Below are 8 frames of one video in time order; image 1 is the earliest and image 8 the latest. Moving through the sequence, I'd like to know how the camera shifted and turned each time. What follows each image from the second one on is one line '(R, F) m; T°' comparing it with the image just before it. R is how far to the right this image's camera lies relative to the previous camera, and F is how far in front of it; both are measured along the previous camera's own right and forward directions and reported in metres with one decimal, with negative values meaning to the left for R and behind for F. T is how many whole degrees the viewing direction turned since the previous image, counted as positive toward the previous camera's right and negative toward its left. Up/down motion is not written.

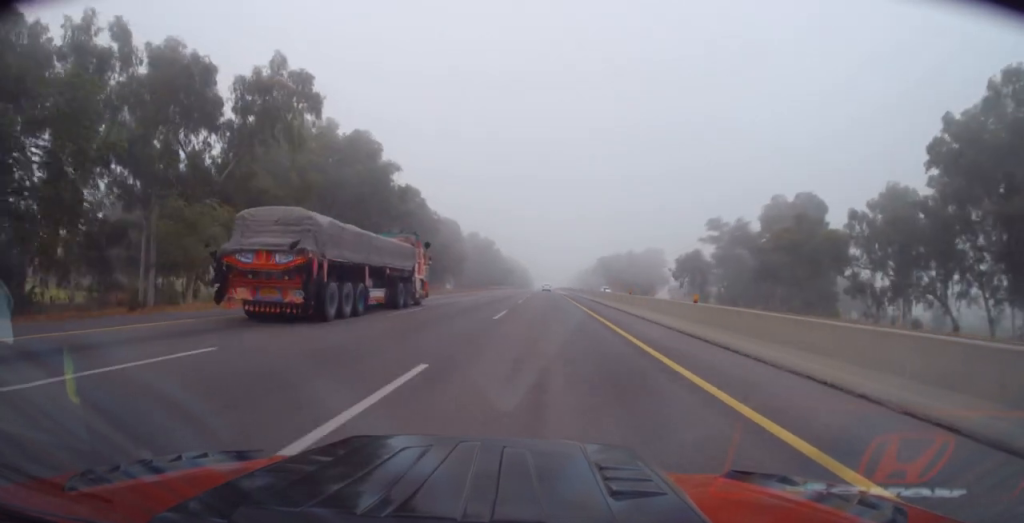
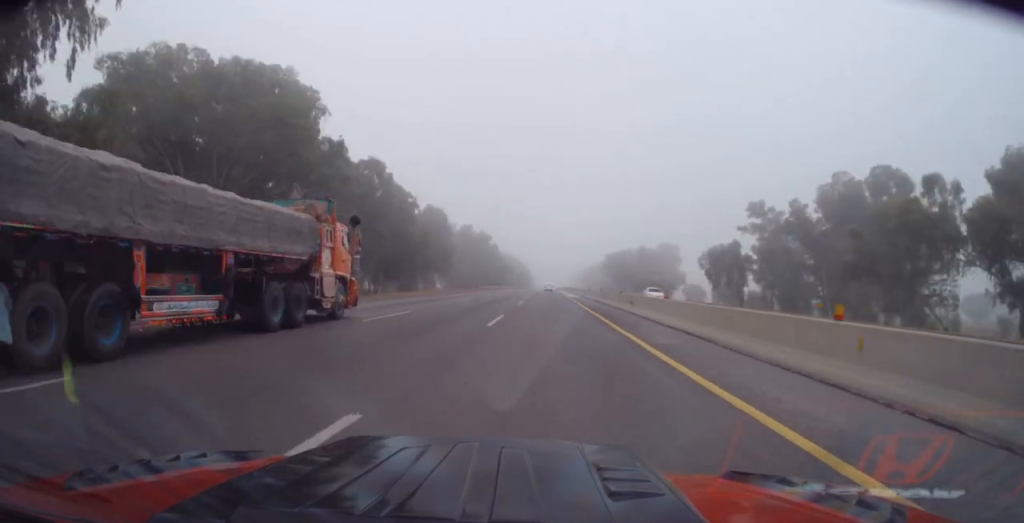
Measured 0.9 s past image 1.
(0.0, +21.3) m; 0°
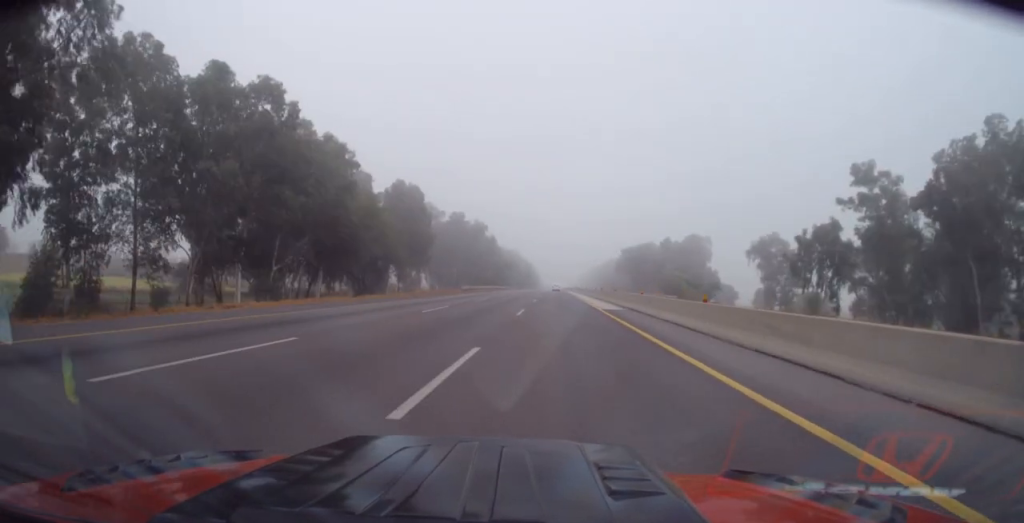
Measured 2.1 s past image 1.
(-0.4, +29.6) m; 0°
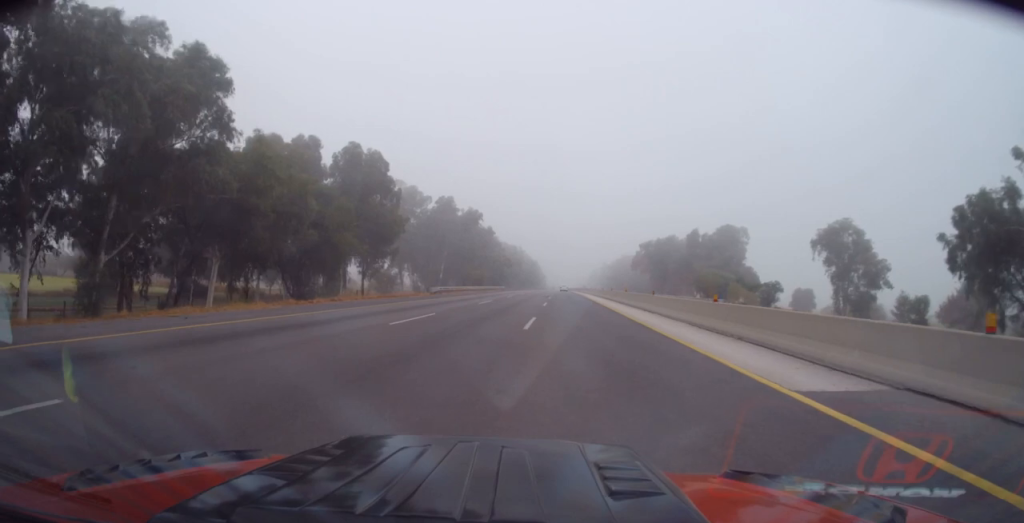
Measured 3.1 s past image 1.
(+0.3, +24.7) m; 0°
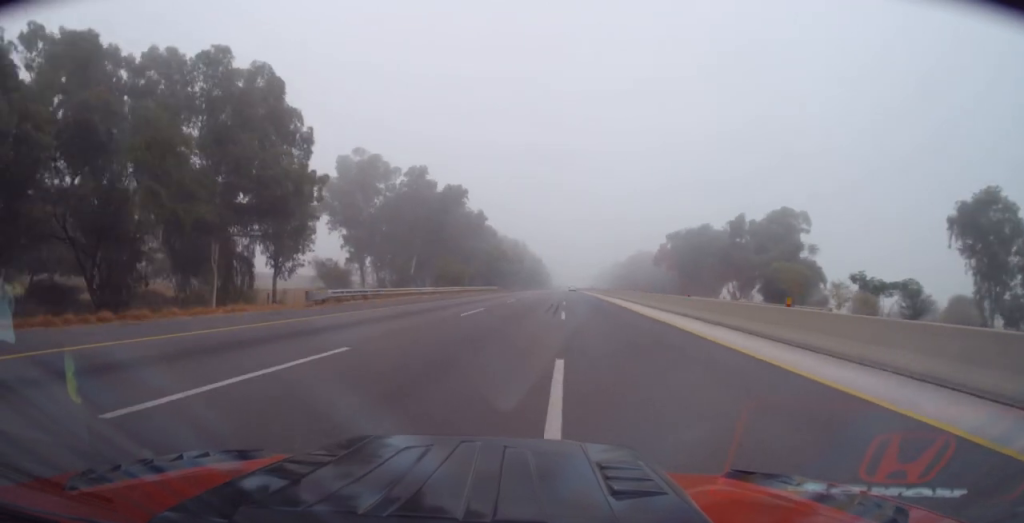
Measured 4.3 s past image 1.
(-0.3, +30.0) m; -1°
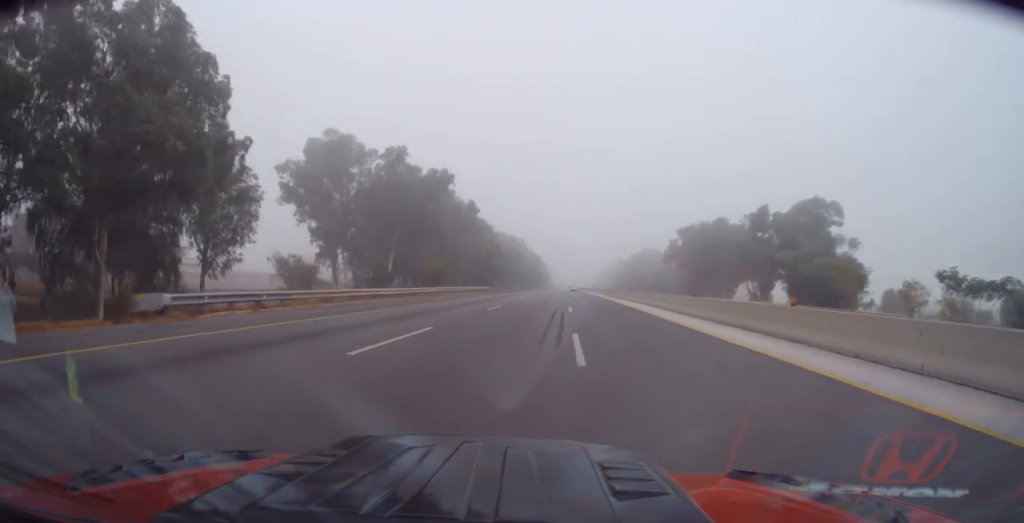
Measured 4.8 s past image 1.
(+0.1, +12.7) m; 0°
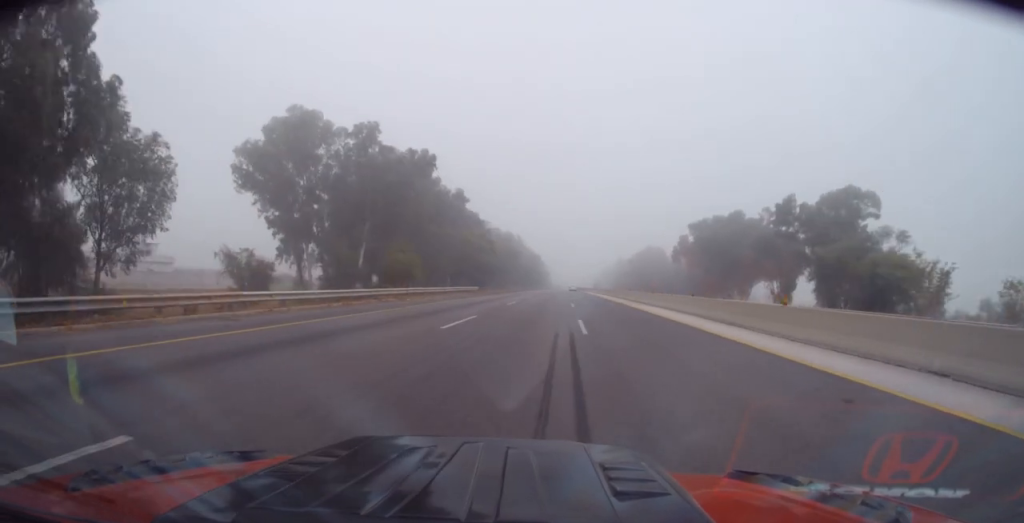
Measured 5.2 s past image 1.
(+0.1, +11.8) m; 0°
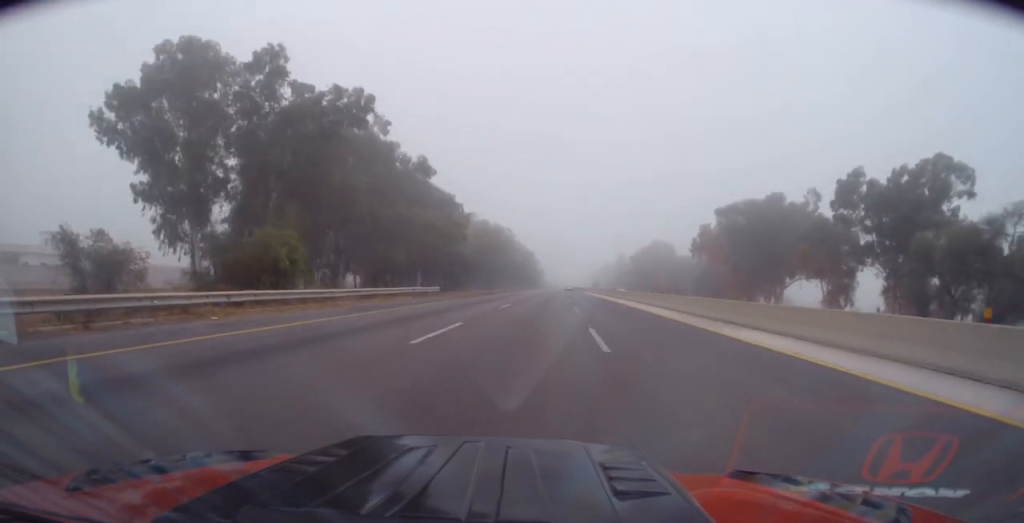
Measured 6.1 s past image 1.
(-0.1, +22.0) m; 0°
